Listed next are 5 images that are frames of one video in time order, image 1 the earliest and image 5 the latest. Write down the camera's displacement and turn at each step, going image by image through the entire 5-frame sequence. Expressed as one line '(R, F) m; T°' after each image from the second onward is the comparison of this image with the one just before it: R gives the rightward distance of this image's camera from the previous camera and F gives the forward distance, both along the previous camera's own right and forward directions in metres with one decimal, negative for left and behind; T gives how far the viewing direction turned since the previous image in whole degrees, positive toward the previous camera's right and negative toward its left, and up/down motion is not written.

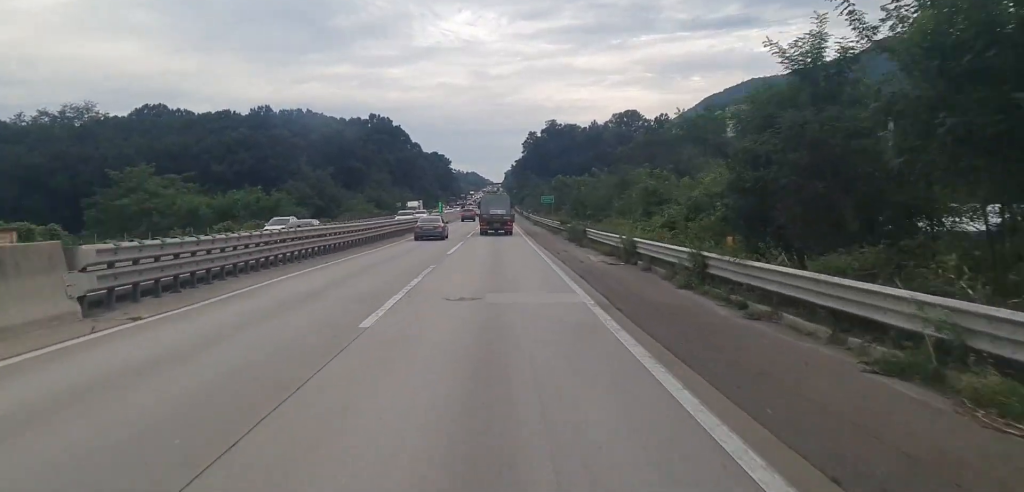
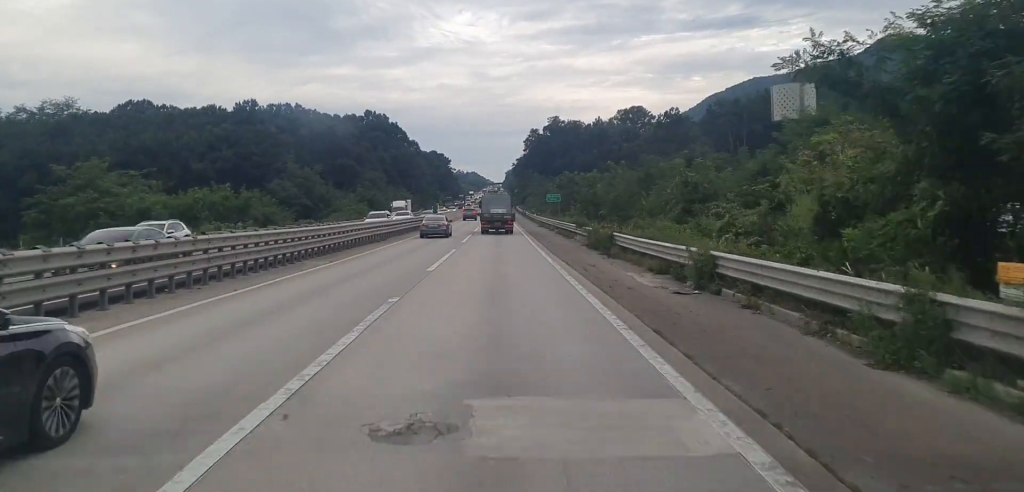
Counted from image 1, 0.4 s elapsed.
(0.0, +9.3) m; 0°
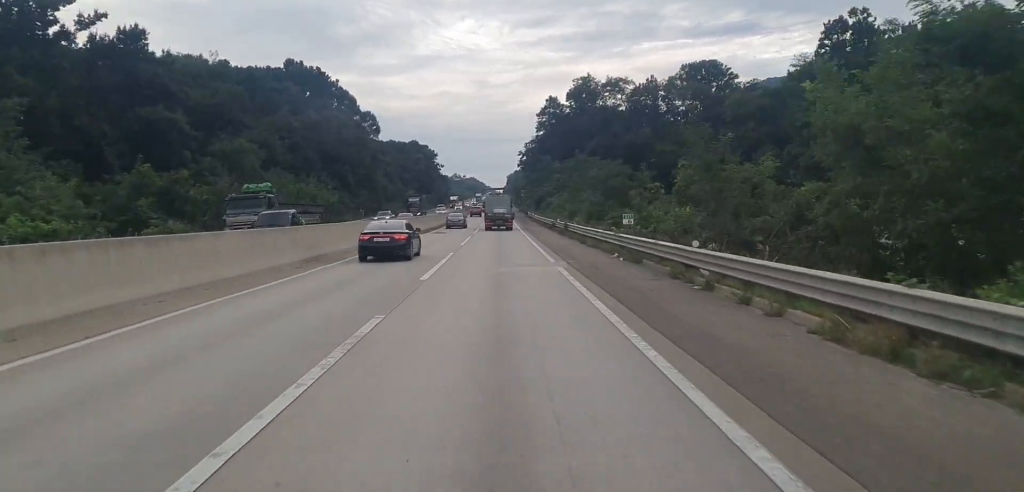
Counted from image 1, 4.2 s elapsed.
(-0.1, +82.1) m; 0°
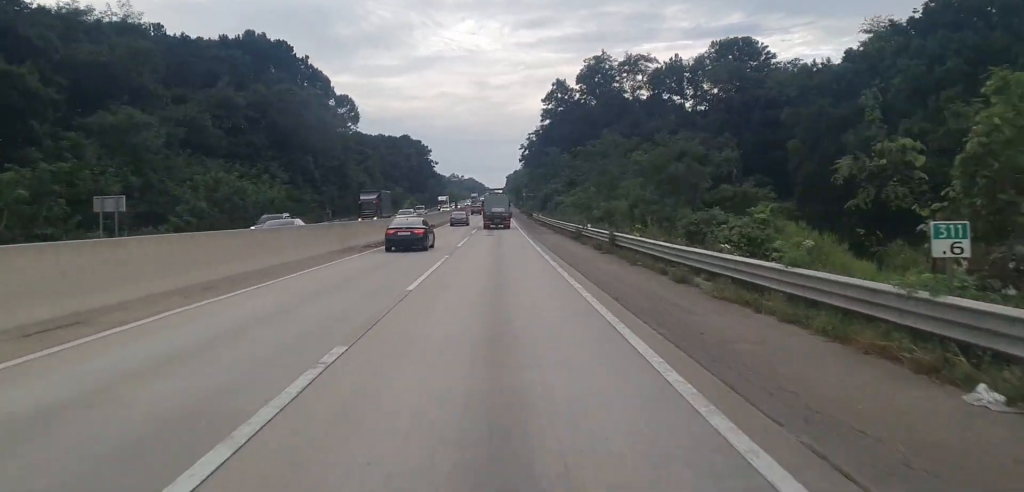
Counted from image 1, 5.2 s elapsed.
(0.0, +20.3) m; 0°
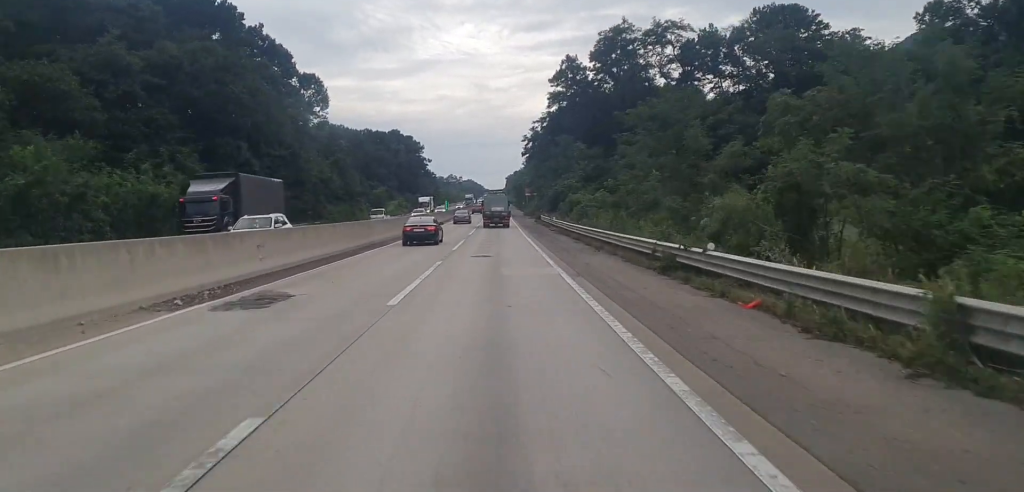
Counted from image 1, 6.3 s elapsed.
(0.0, +24.6) m; 0°
